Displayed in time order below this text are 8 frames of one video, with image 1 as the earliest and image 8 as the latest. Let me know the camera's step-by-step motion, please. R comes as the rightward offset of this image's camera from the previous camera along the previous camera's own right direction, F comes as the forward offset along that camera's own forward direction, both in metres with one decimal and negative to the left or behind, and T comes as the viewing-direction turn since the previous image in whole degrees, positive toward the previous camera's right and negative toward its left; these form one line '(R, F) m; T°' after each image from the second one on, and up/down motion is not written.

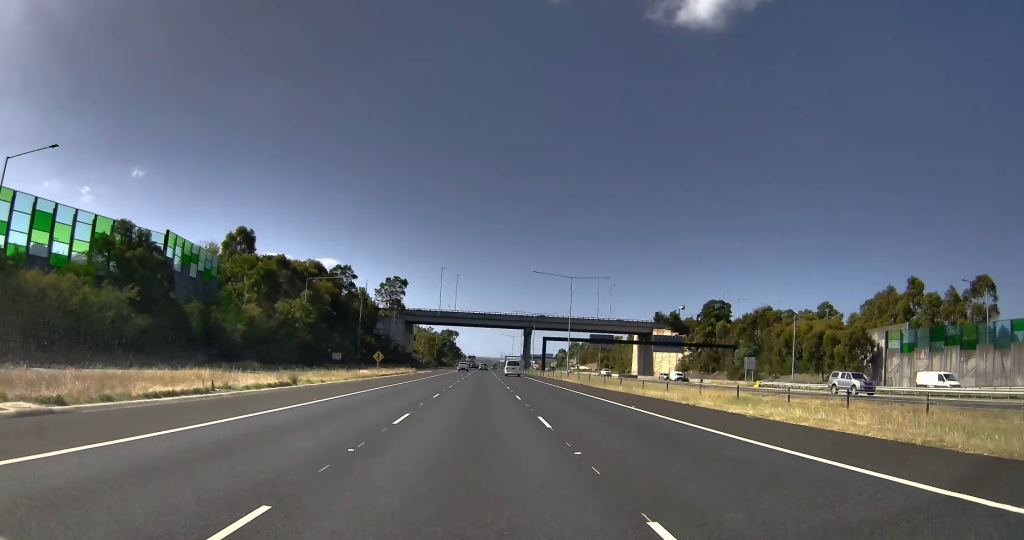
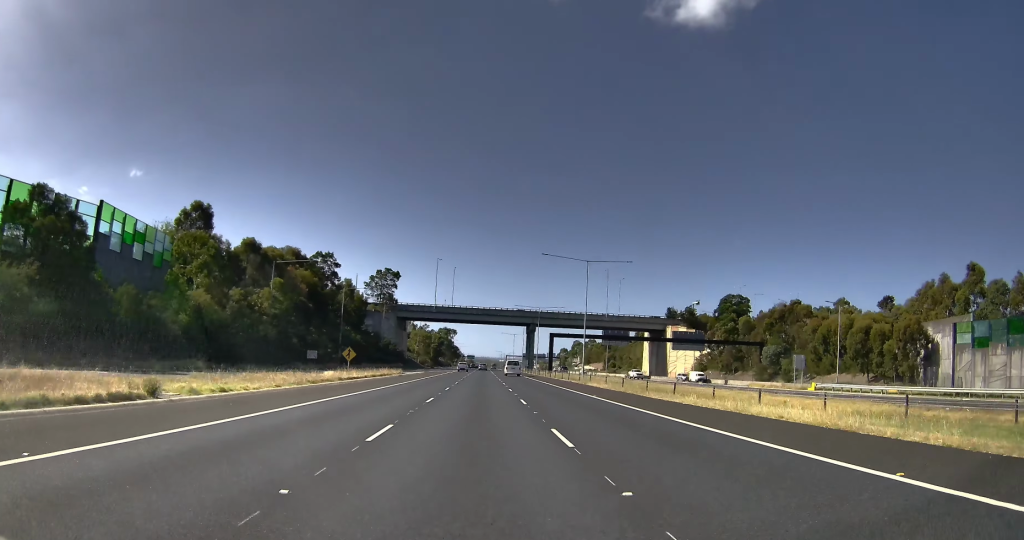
(+0.1, +13.3) m; +1°
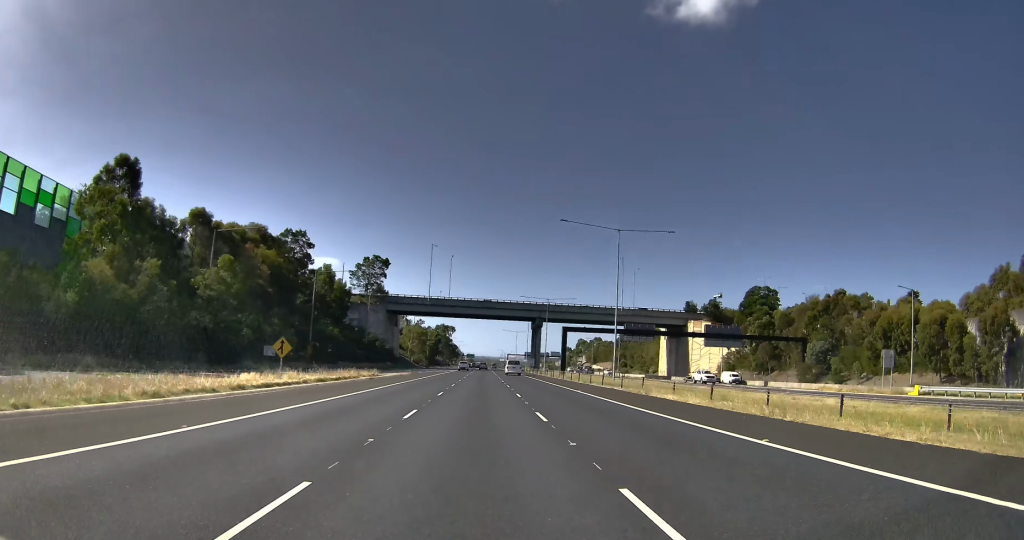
(+0.2, +15.6) m; +1°
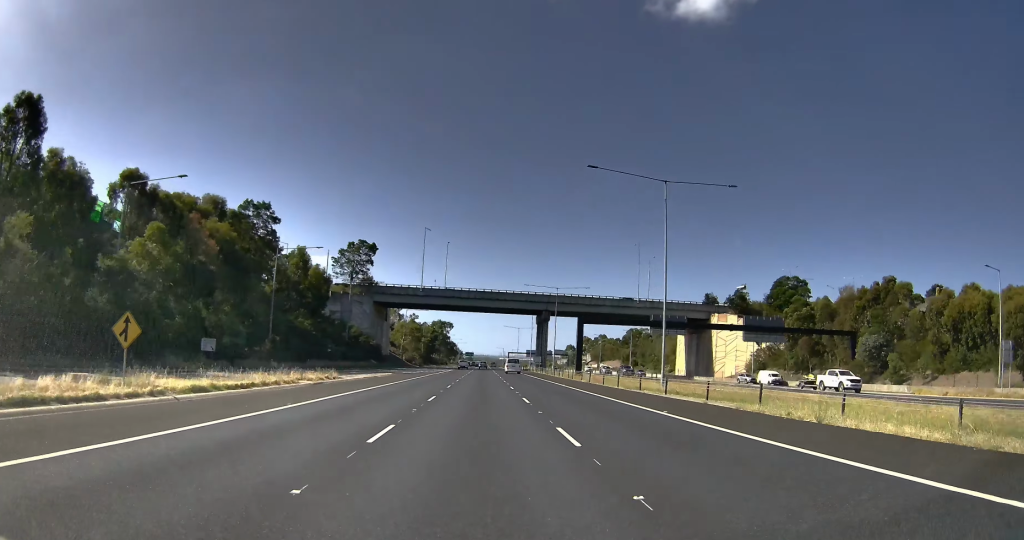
(+0.1, +12.2) m; 0°
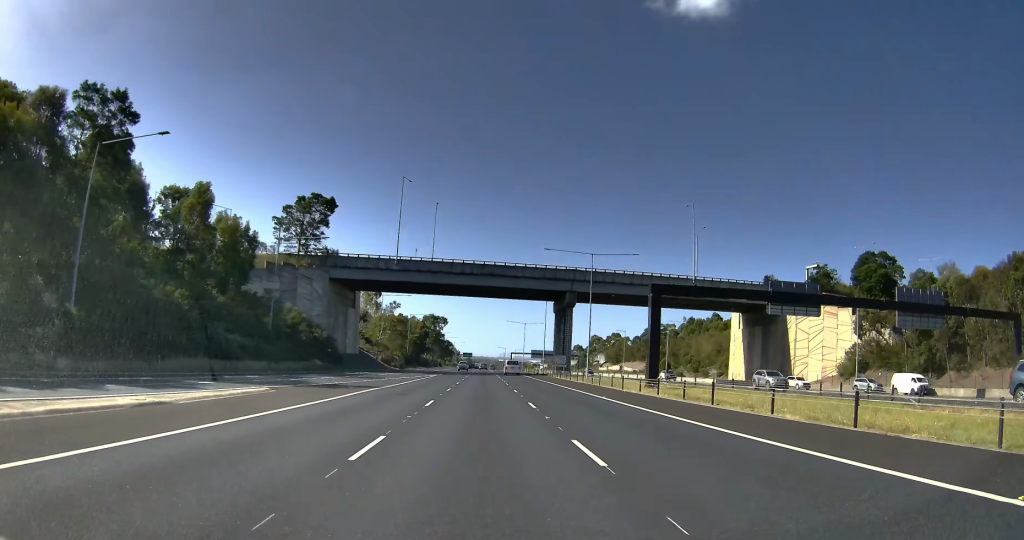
(0.0, +27.2) m; -1°
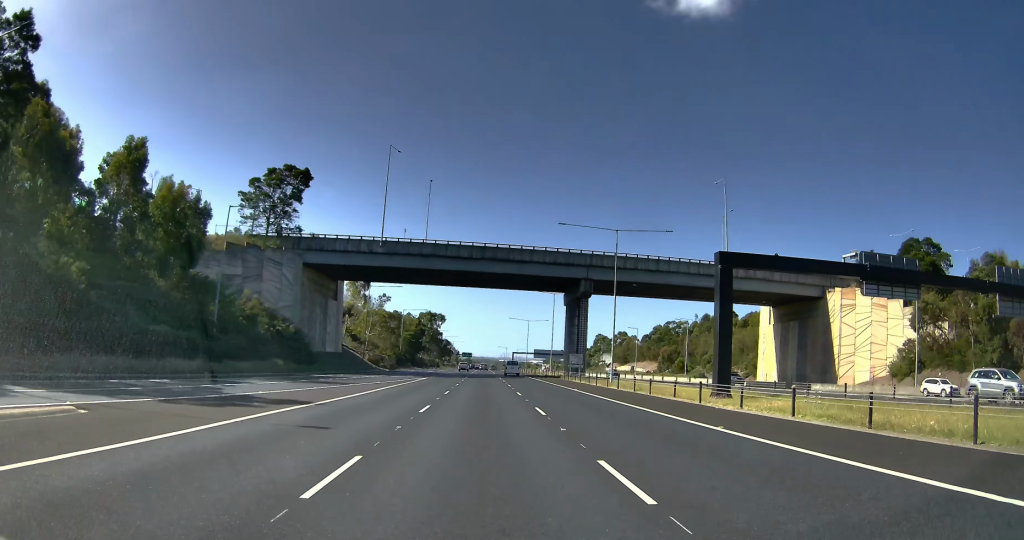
(-0.1, +11.9) m; 0°
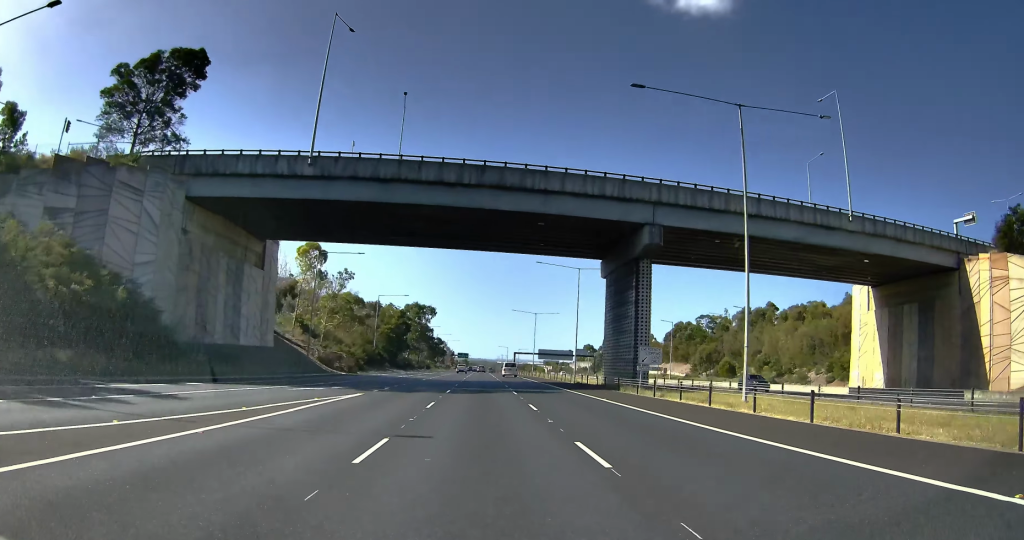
(-0.3, +30.5) m; -1°
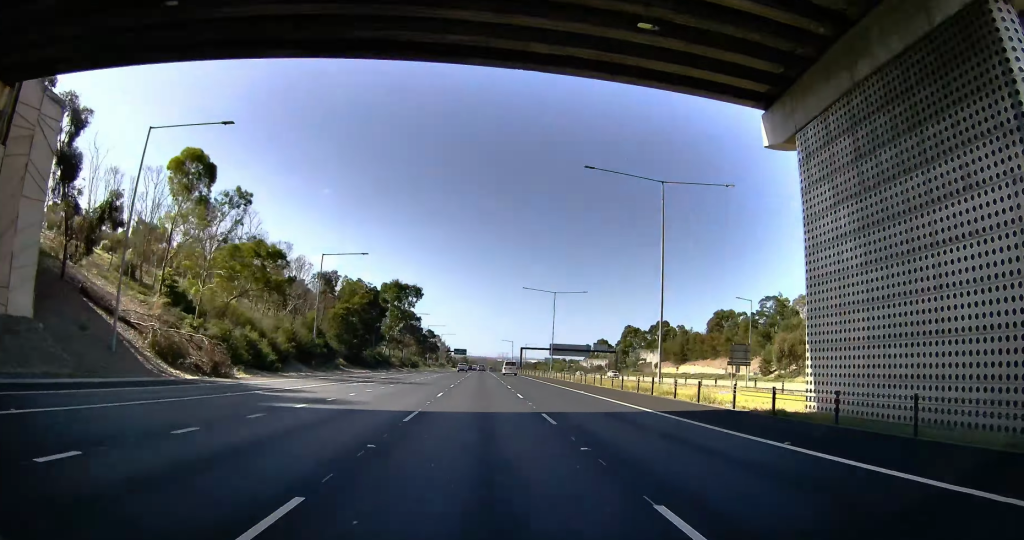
(+0.3, +45.7) m; +1°
